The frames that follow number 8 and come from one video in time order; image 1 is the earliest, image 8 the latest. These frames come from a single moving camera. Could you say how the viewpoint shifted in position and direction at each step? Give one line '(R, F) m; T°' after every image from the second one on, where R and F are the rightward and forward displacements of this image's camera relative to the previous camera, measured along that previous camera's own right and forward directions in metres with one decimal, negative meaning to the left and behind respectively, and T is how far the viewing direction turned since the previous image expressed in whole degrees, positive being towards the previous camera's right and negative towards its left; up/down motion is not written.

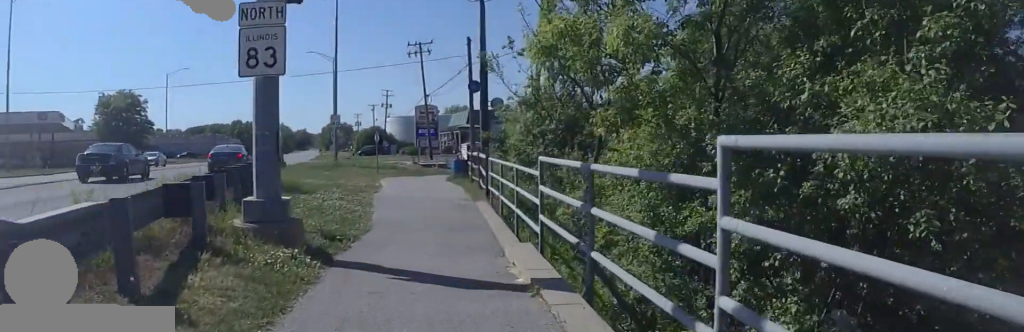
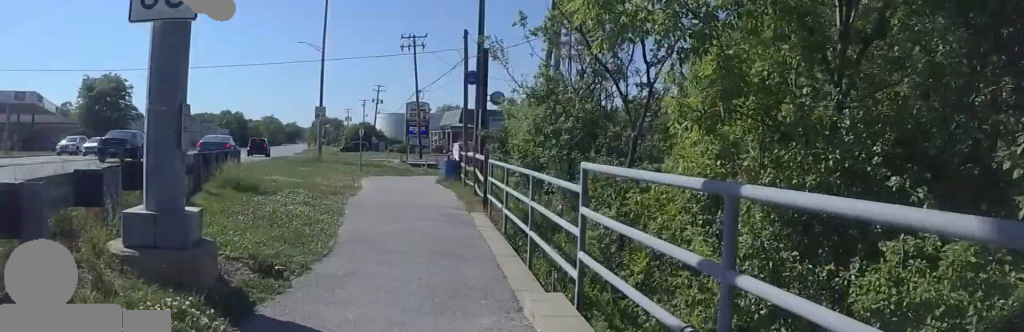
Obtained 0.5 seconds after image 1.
(-0.3, +2.6) m; -5°
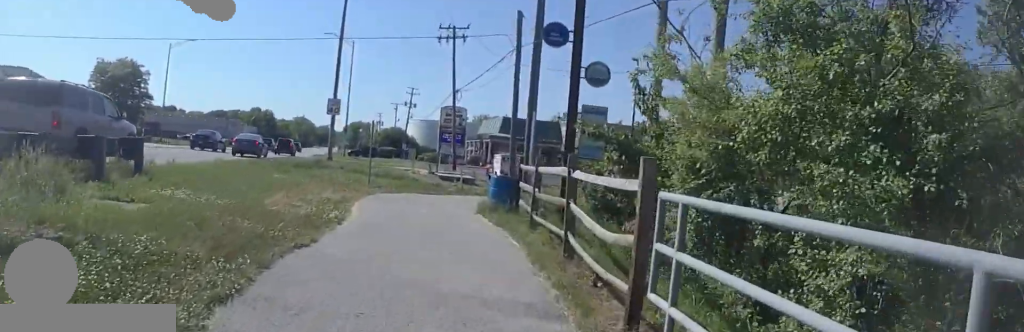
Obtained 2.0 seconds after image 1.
(-0.2, +8.0) m; +8°
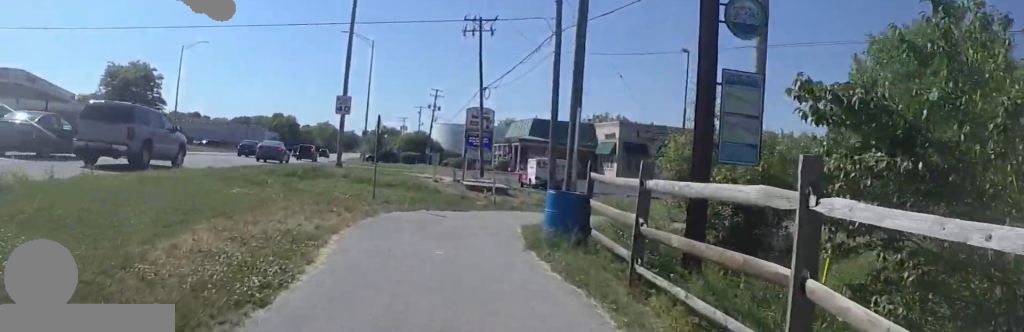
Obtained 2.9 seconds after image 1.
(+0.6, +4.6) m; +8°
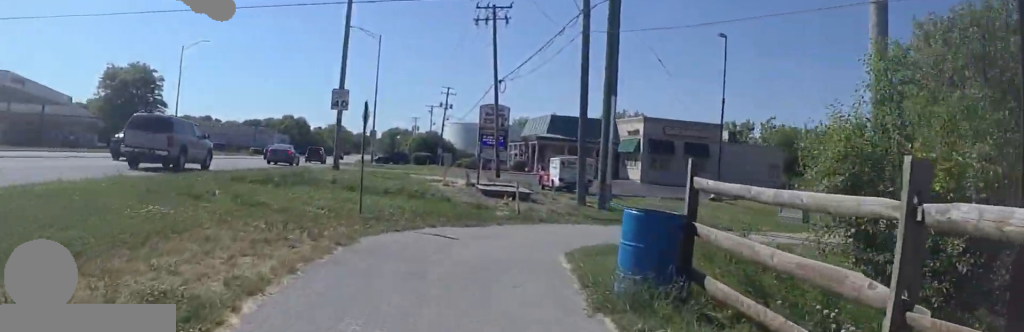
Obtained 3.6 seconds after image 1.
(0.0, +3.8) m; +1°
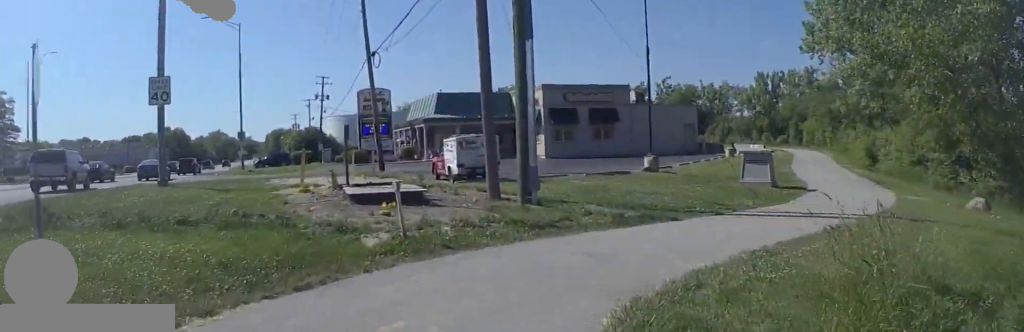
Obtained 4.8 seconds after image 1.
(+0.1, +6.3) m; +8°
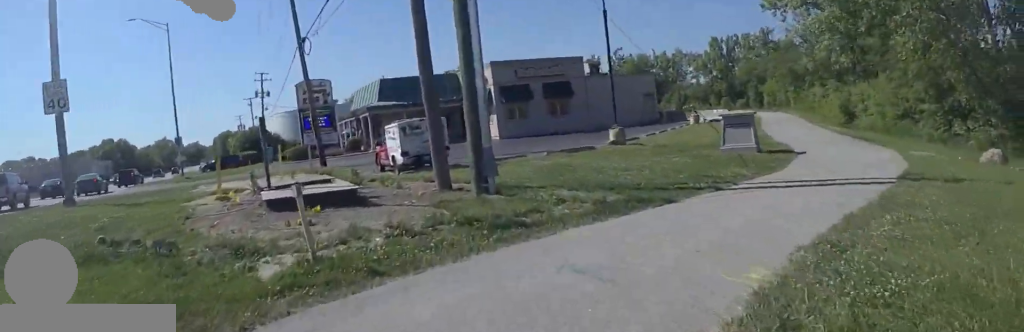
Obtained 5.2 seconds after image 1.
(+0.2, +2.3) m; +6°
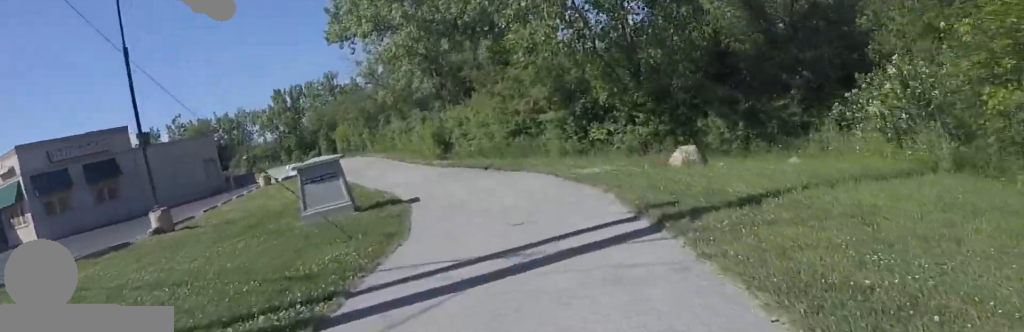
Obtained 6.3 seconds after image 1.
(+0.9, +5.6) m; +15°
